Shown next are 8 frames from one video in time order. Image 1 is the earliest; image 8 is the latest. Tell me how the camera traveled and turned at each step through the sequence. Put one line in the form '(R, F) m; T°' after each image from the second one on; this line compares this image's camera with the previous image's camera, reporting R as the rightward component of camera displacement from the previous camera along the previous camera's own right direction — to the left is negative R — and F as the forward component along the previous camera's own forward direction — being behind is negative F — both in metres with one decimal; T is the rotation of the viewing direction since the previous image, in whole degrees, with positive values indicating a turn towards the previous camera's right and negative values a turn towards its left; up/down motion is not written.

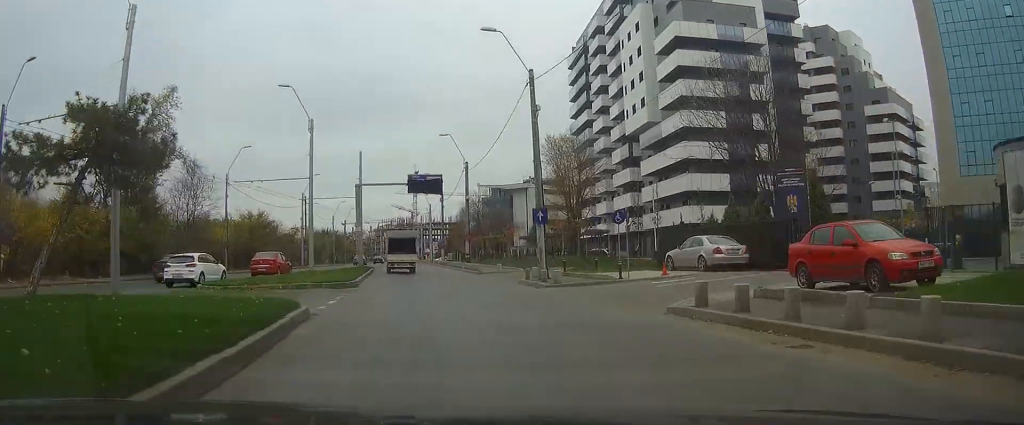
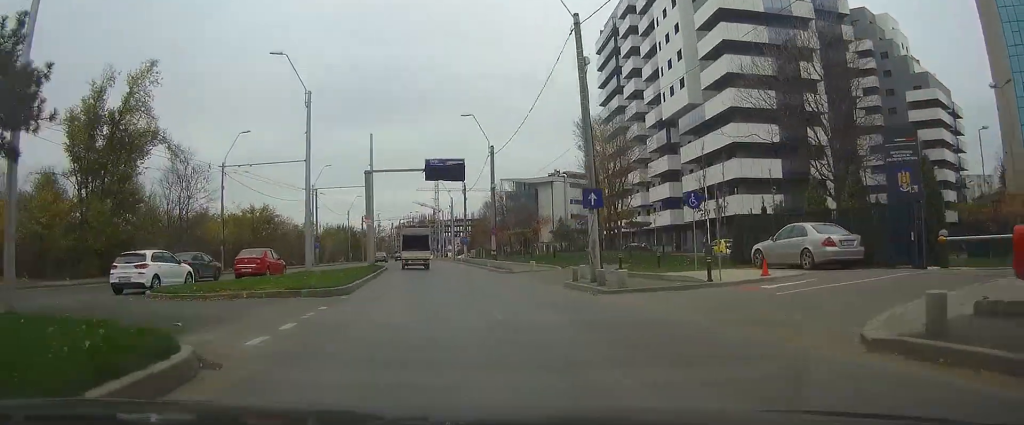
(-0.1, +7.0) m; -2°
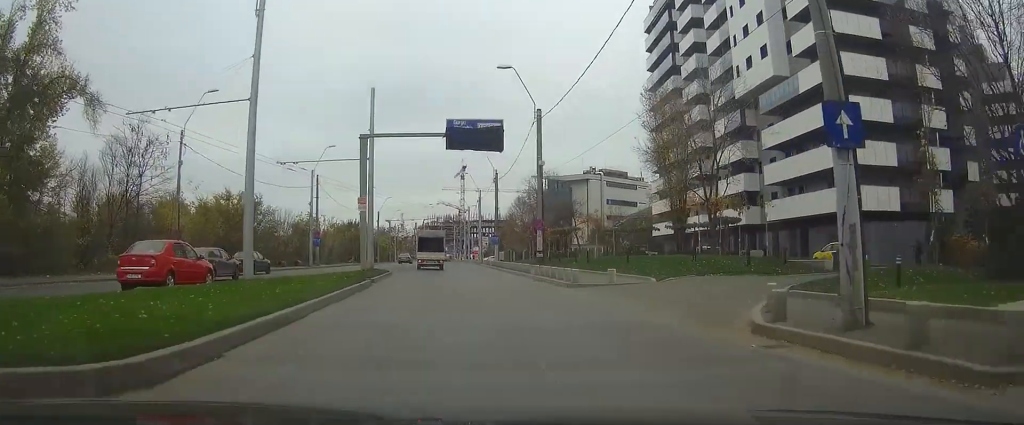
(-0.4, +14.2) m; -3°
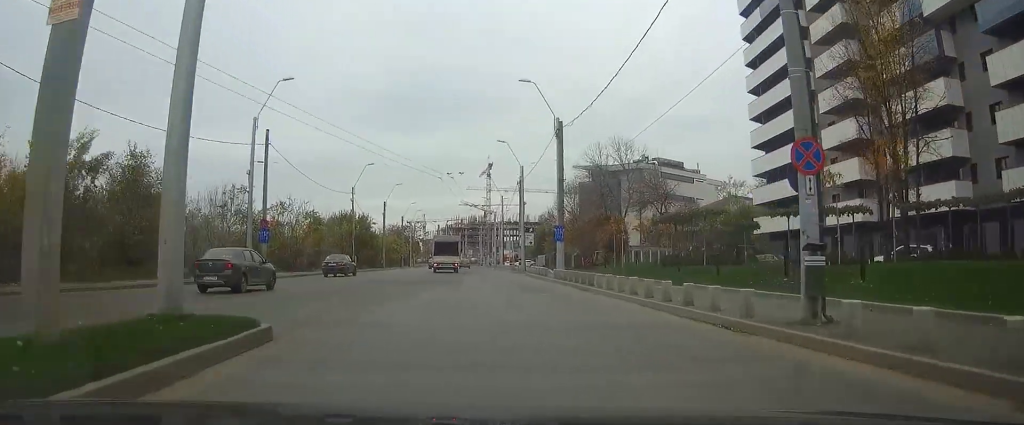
(-0.8, +29.0) m; -2°
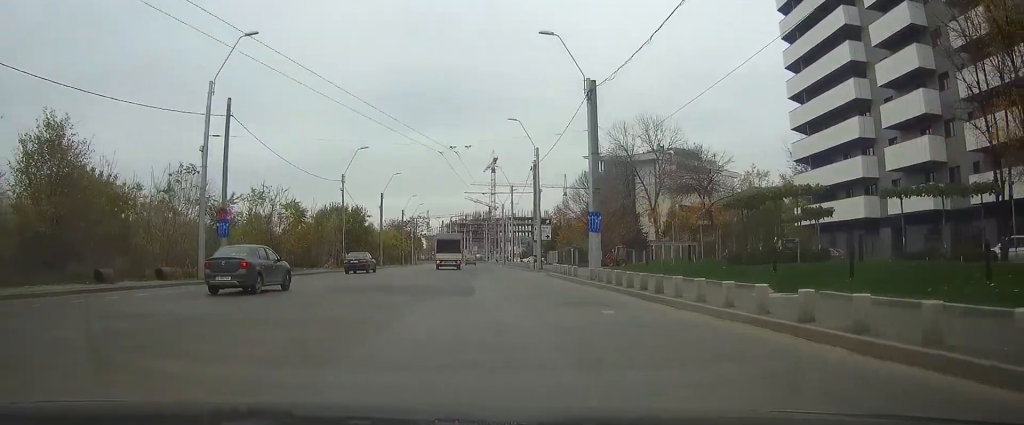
(0.0, +9.2) m; 0°
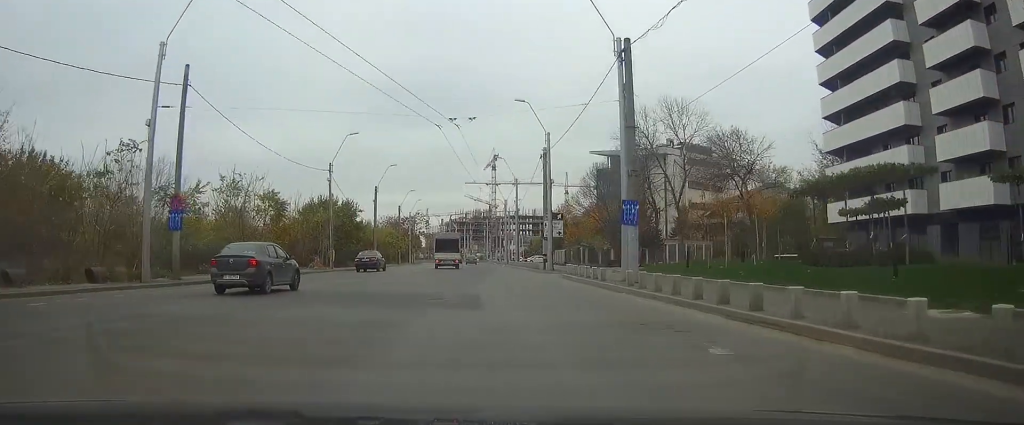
(0.0, +6.8) m; 0°
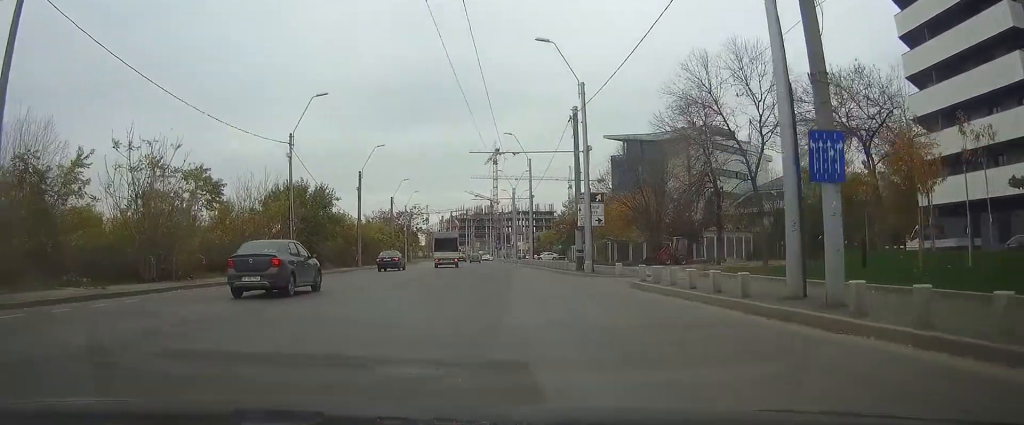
(0.0, +14.4) m; 0°
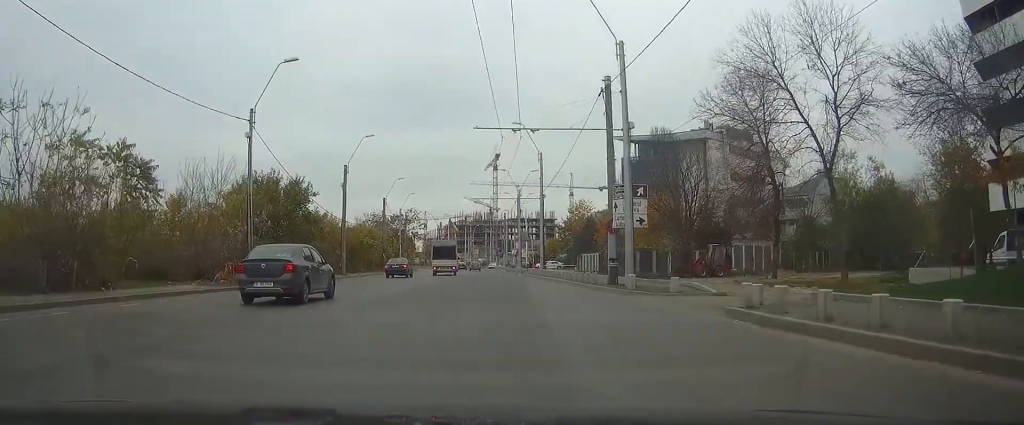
(0.0, +9.1) m; 0°
